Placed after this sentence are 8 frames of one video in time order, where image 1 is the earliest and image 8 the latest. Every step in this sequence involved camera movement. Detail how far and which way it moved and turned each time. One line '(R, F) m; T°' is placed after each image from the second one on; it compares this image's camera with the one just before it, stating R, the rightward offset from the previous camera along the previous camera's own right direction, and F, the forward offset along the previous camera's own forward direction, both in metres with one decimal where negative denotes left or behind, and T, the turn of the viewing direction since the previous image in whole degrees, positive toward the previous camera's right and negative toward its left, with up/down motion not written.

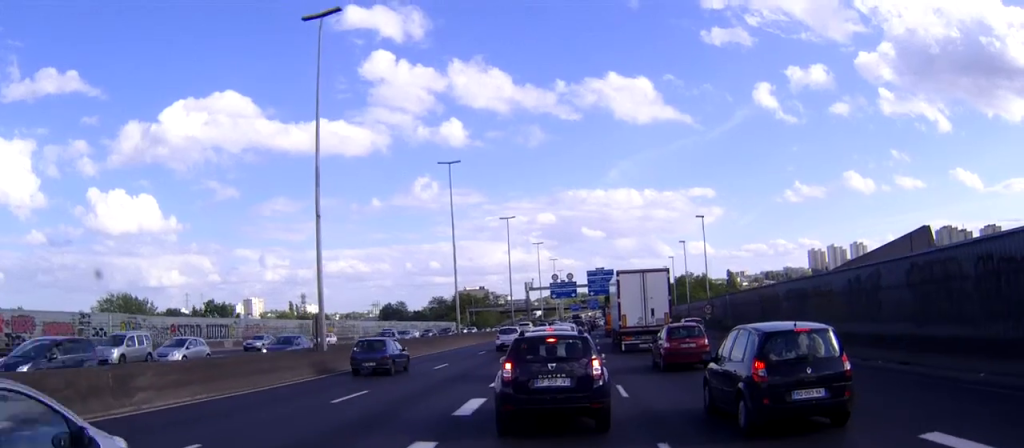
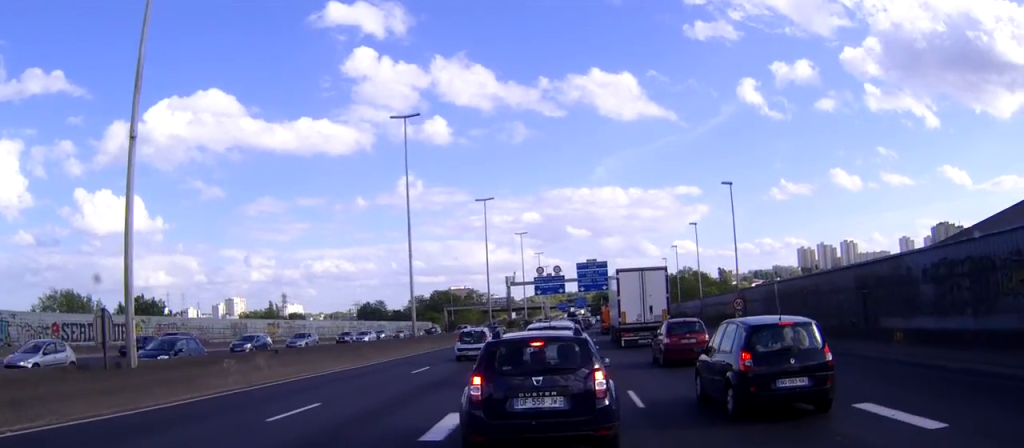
(+0.2, +17.2) m; +1°
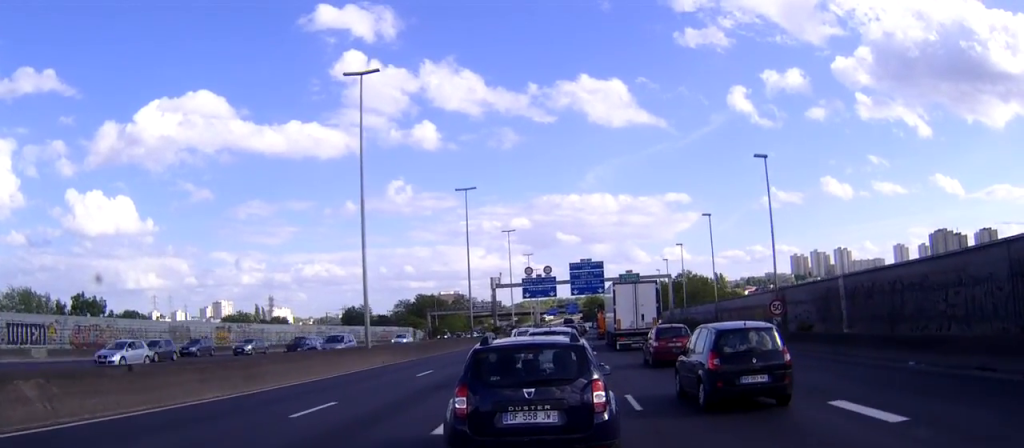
(0.0, +12.3) m; +1°
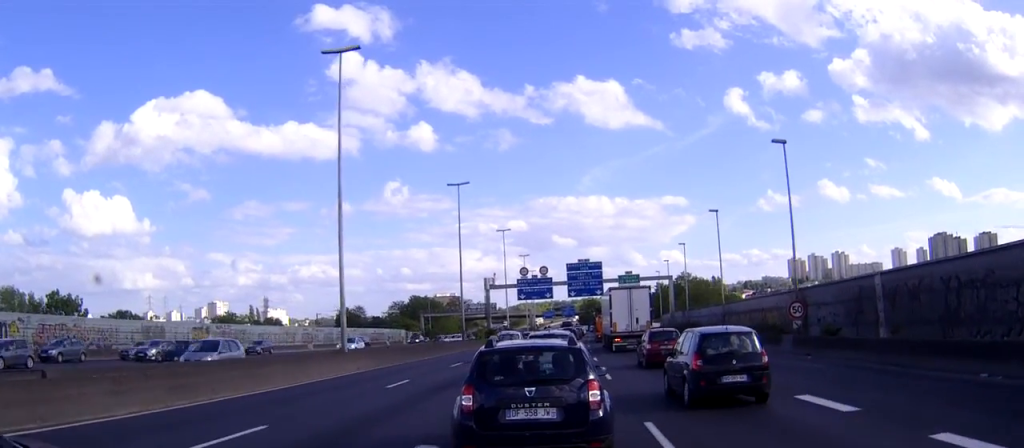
(0.0, +4.5) m; +1°
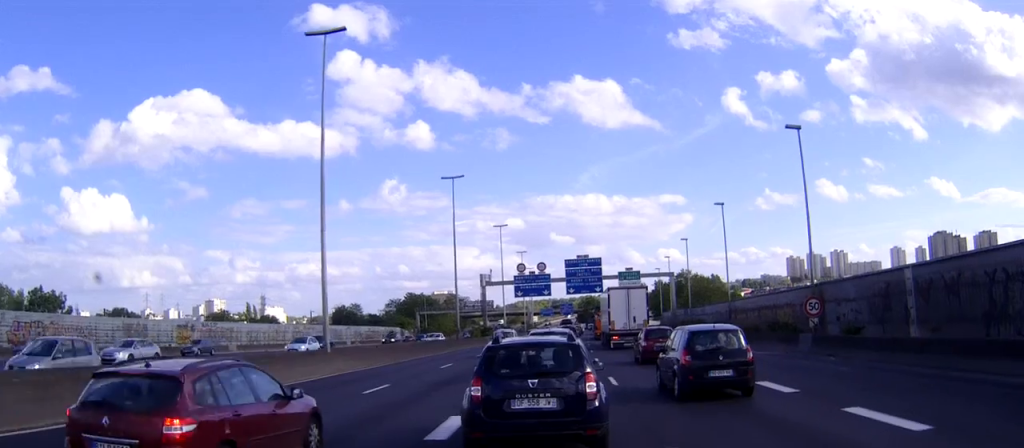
(0.0, +2.9) m; 0°
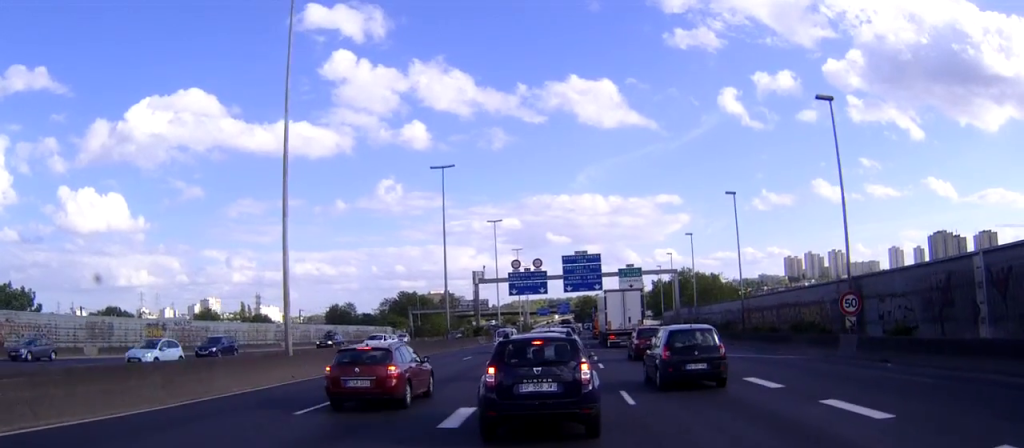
(0.0, +5.2) m; 0°
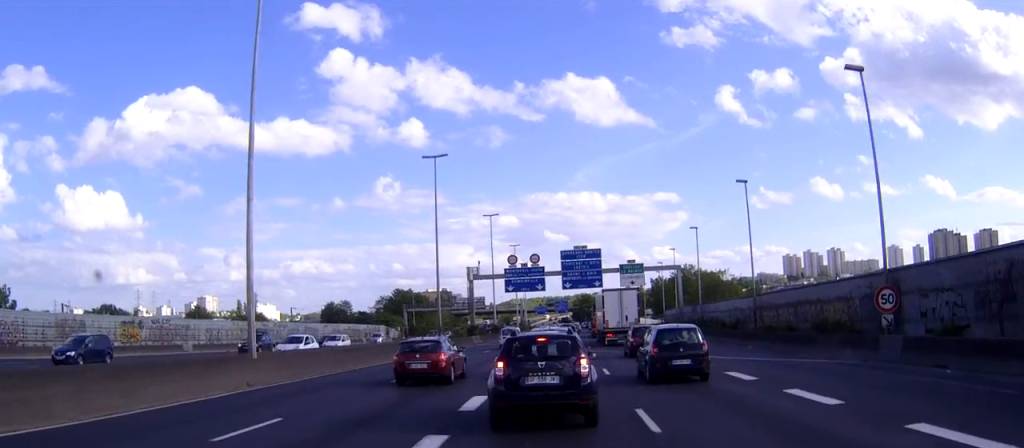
(0.0, +4.0) m; 0°
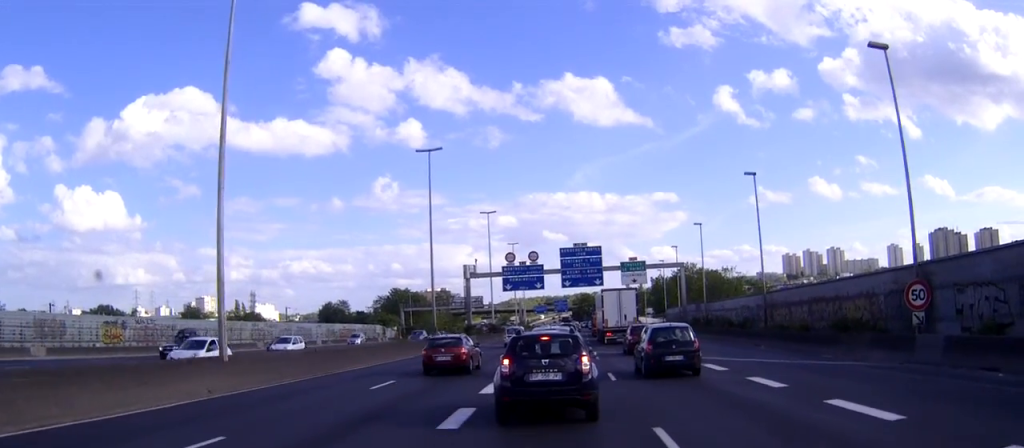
(0.0, +2.8) m; +1°
